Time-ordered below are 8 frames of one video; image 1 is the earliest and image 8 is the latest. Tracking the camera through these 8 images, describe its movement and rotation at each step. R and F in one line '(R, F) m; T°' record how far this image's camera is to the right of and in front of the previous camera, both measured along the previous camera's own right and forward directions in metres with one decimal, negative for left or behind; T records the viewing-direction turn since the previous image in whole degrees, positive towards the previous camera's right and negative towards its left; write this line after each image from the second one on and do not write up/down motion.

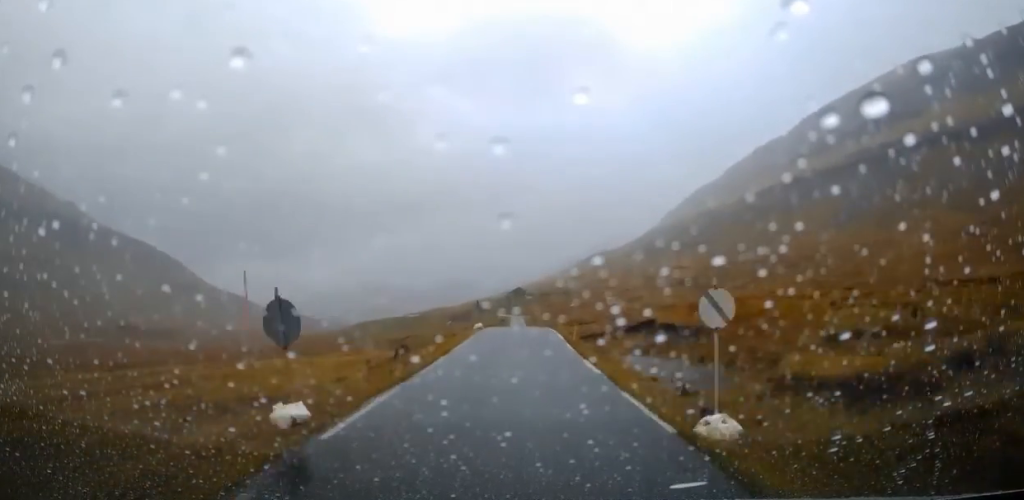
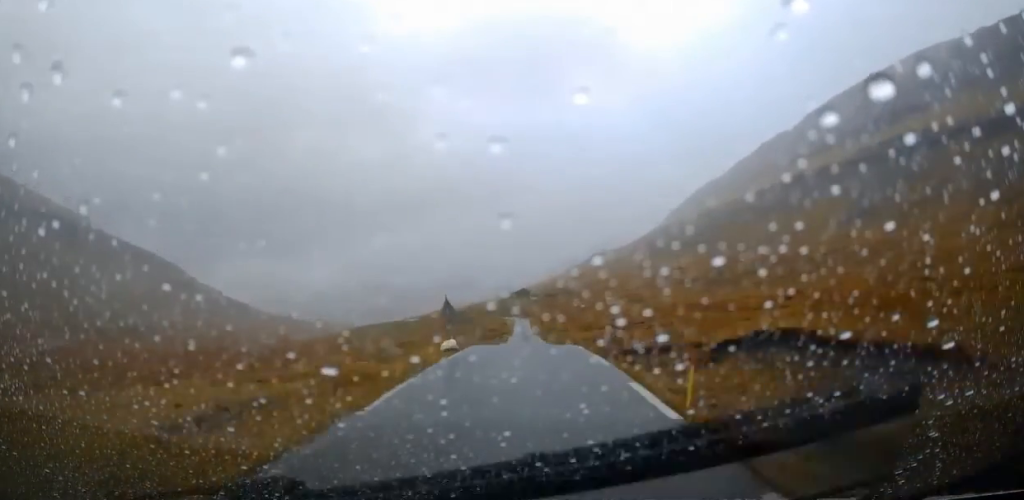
(+0.1, +17.3) m; 0°
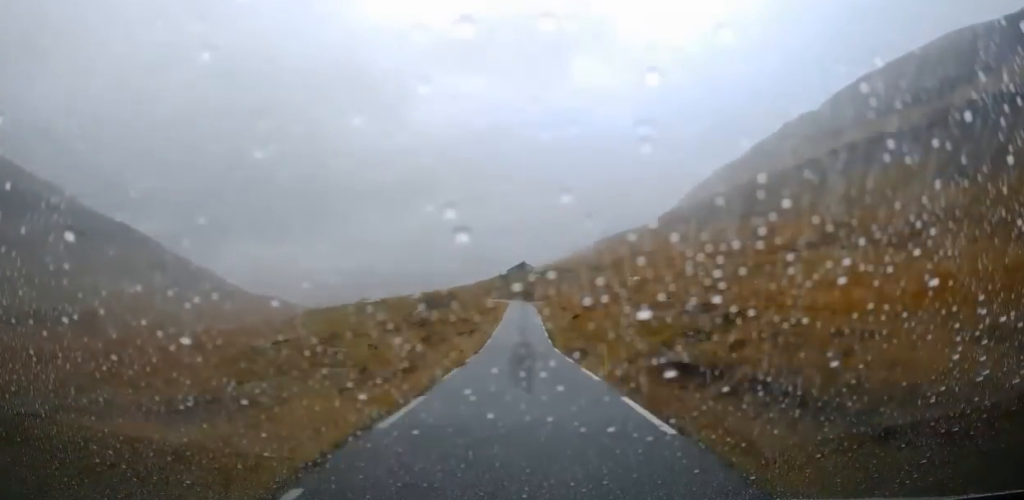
(-0.5, +70.6) m; -1°
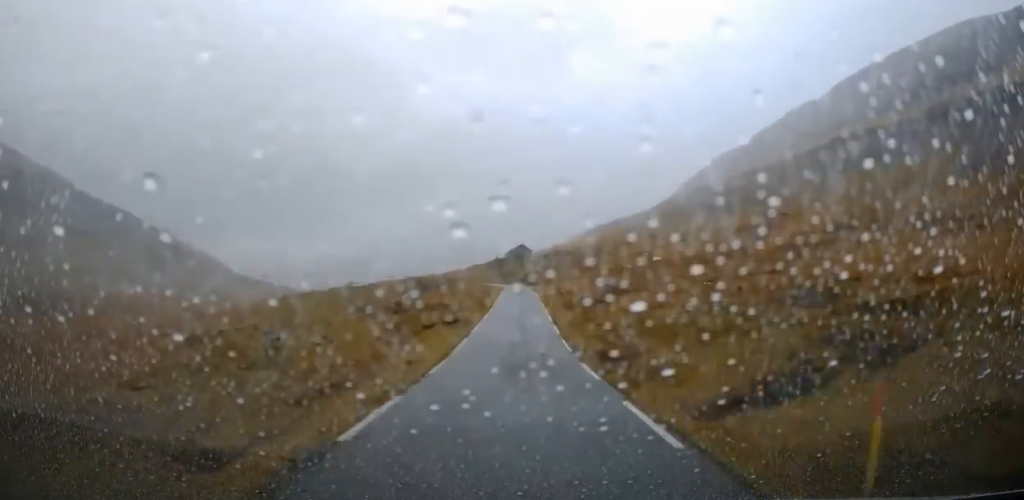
(-0.1, +12.9) m; 0°
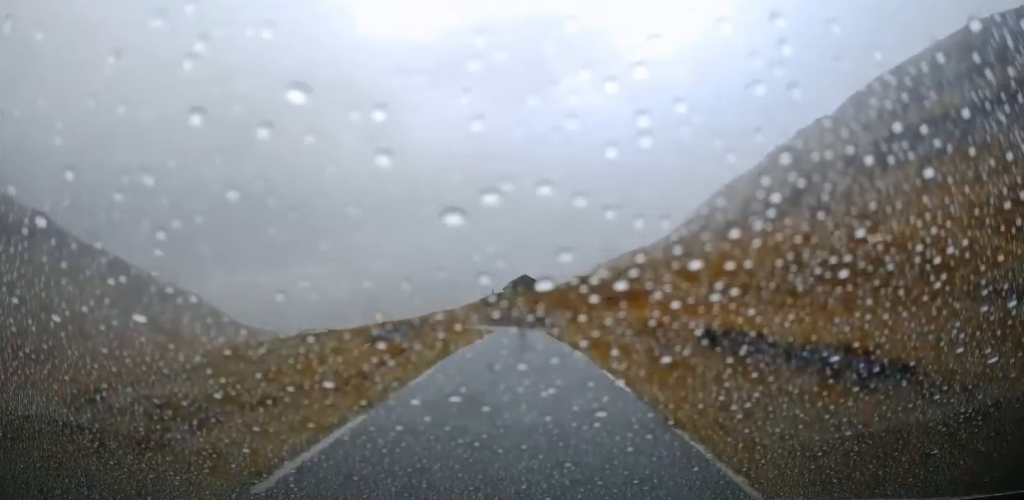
(+0.1, +43.5) m; 0°
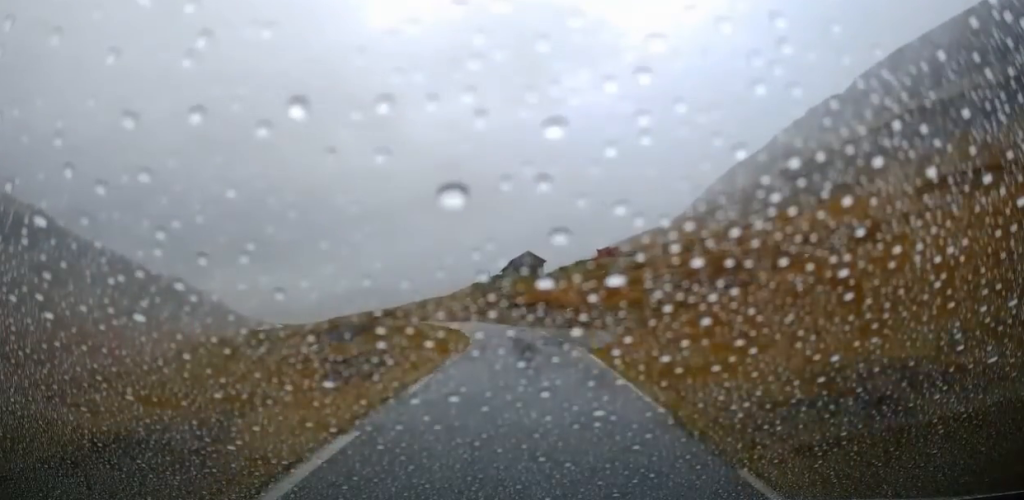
(-0.1, +32.6) m; -1°
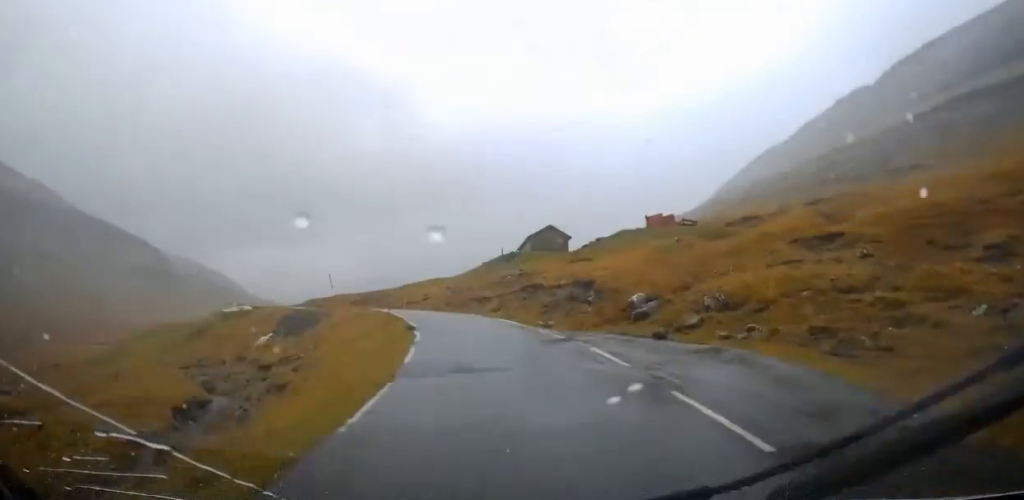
(0.0, +21.6) m; -2°
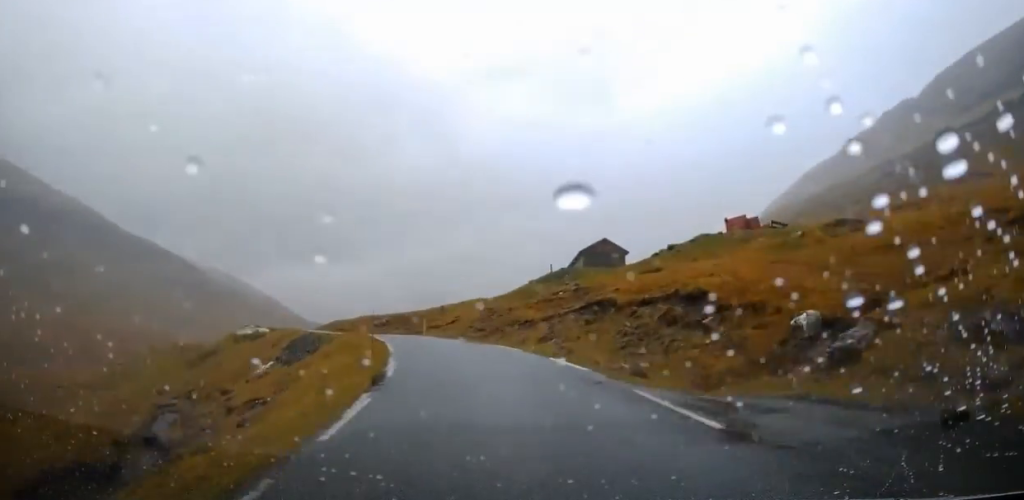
(-0.1, +11.2) m; -4°
